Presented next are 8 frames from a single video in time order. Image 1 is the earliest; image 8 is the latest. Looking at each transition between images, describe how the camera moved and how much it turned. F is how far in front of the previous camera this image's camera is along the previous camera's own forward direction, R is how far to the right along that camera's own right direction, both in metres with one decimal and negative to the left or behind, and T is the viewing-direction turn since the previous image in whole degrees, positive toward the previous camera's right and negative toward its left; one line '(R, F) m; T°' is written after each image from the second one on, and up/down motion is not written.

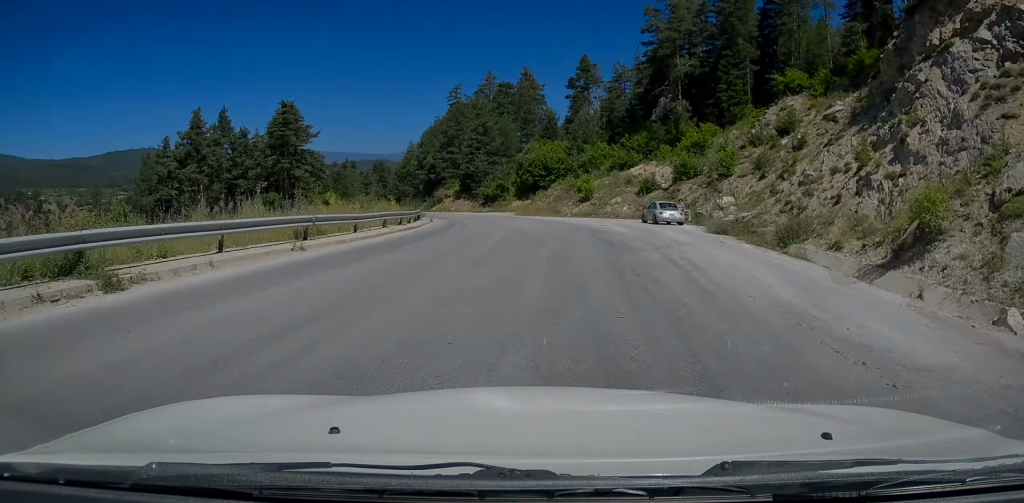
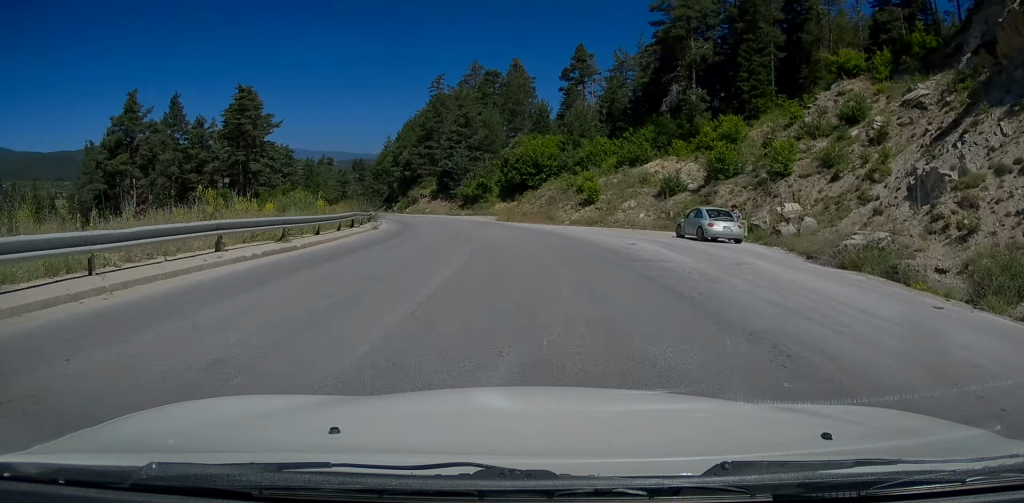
(+0.4, +12.1) m; +1°
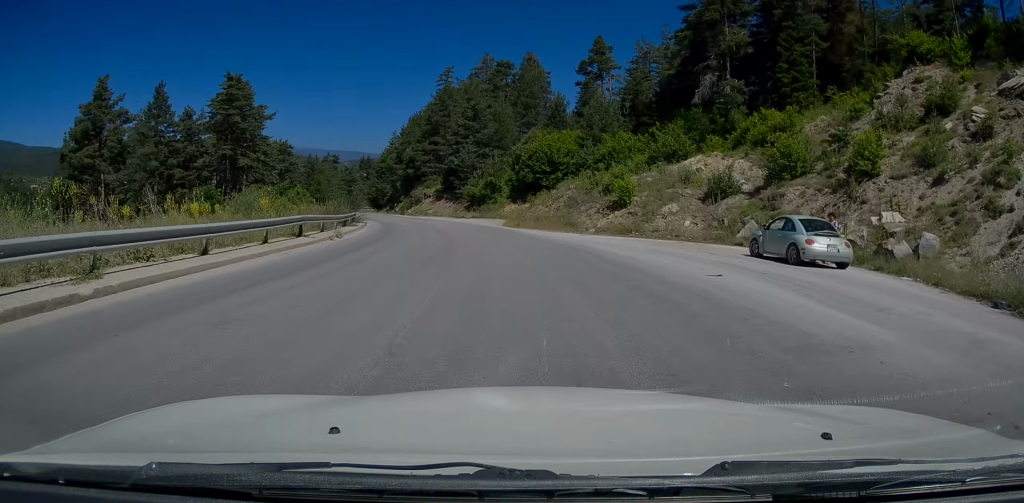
(+0.3, +7.7) m; -1°
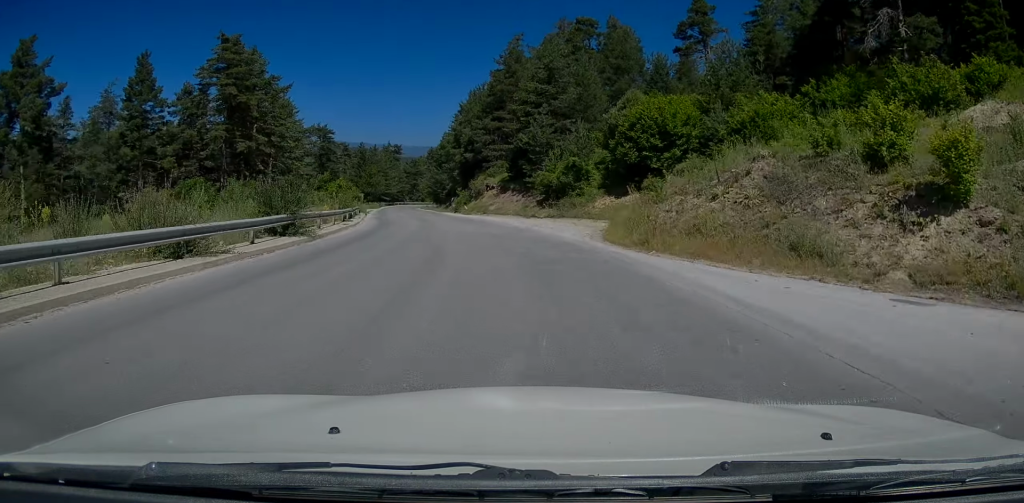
(-1.4, +19.8) m; -10°
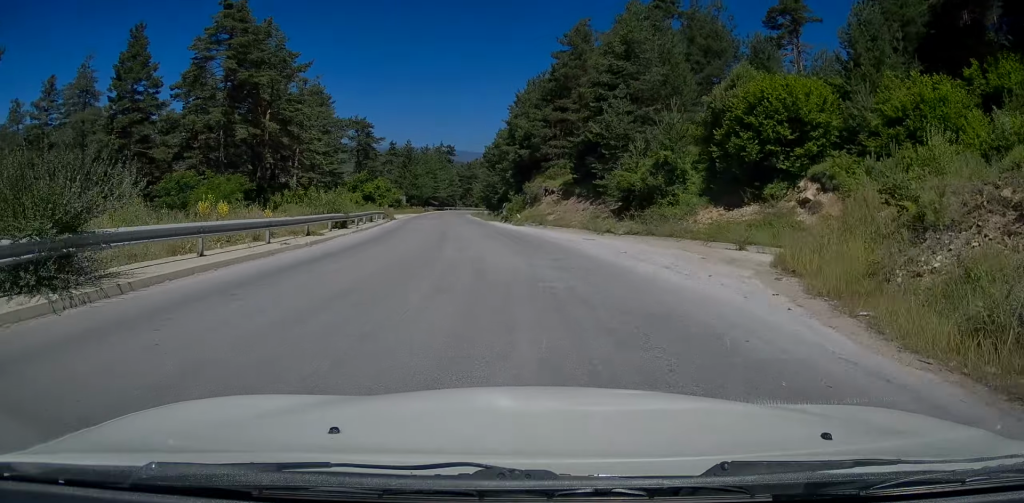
(-0.9, +11.7) m; -6°
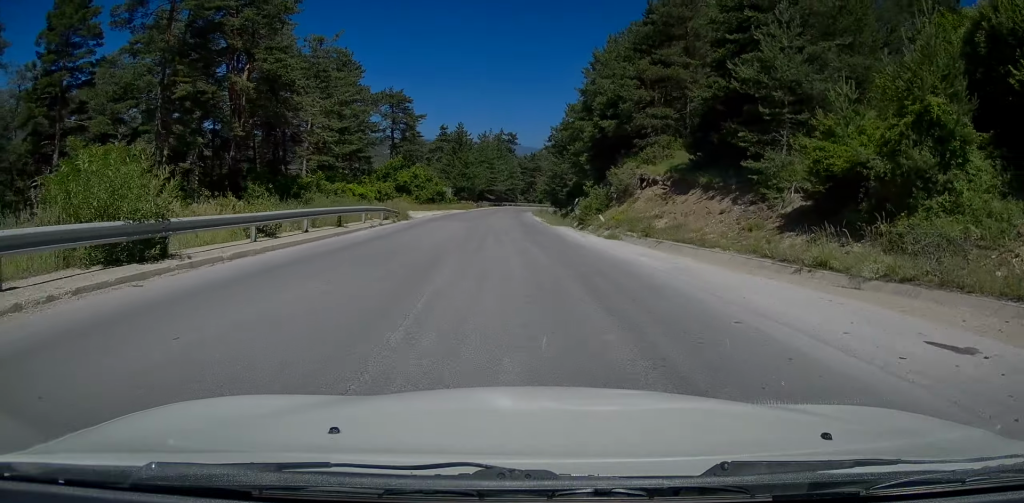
(-1.0, +17.8) m; -5°
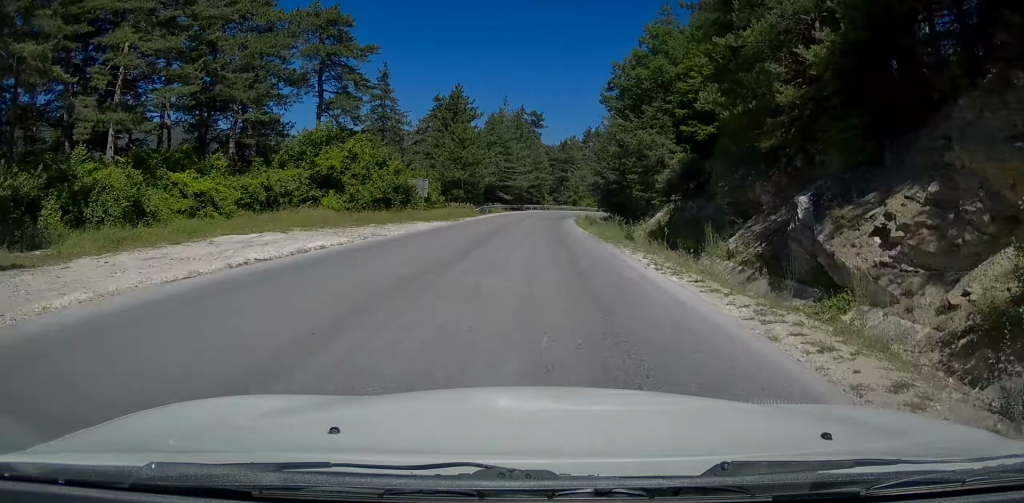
(+0.2, +34.8) m; +3°
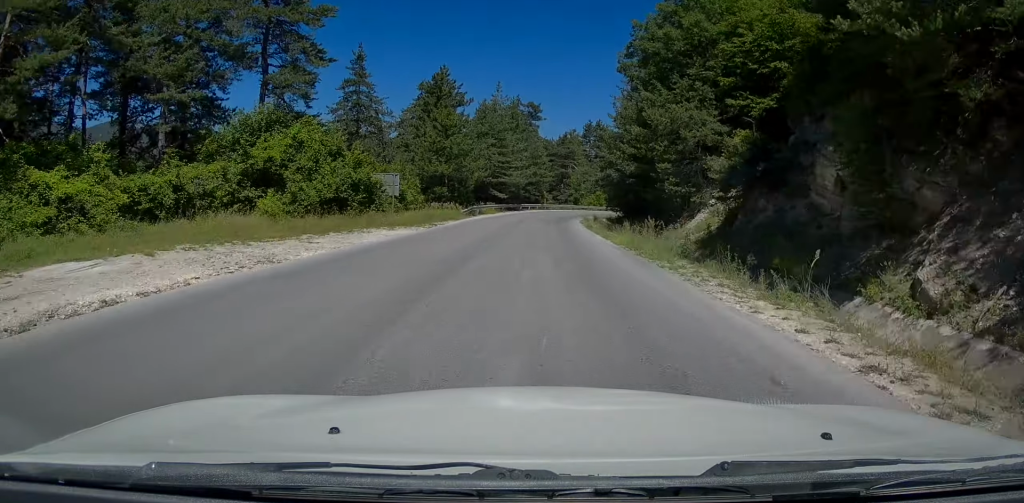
(+0.1, +8.7) m; 0°
